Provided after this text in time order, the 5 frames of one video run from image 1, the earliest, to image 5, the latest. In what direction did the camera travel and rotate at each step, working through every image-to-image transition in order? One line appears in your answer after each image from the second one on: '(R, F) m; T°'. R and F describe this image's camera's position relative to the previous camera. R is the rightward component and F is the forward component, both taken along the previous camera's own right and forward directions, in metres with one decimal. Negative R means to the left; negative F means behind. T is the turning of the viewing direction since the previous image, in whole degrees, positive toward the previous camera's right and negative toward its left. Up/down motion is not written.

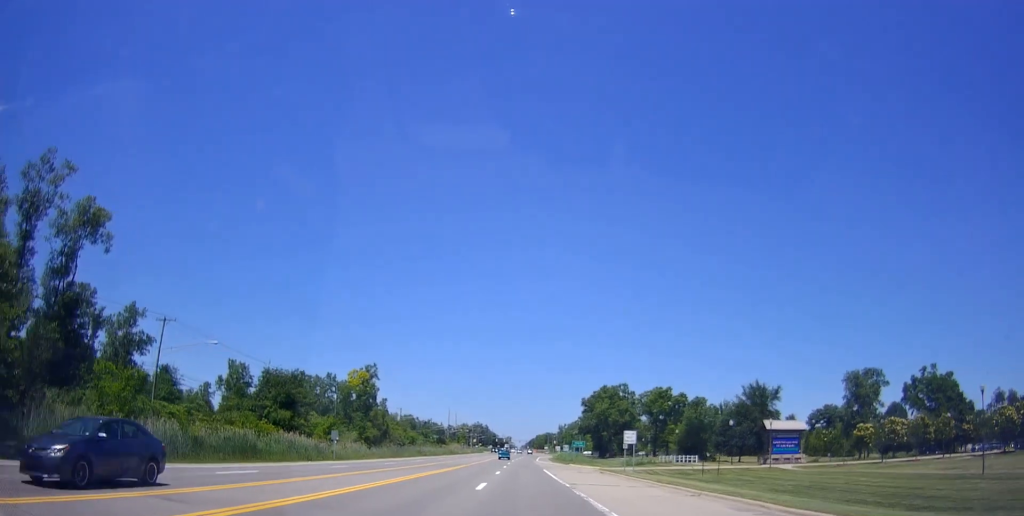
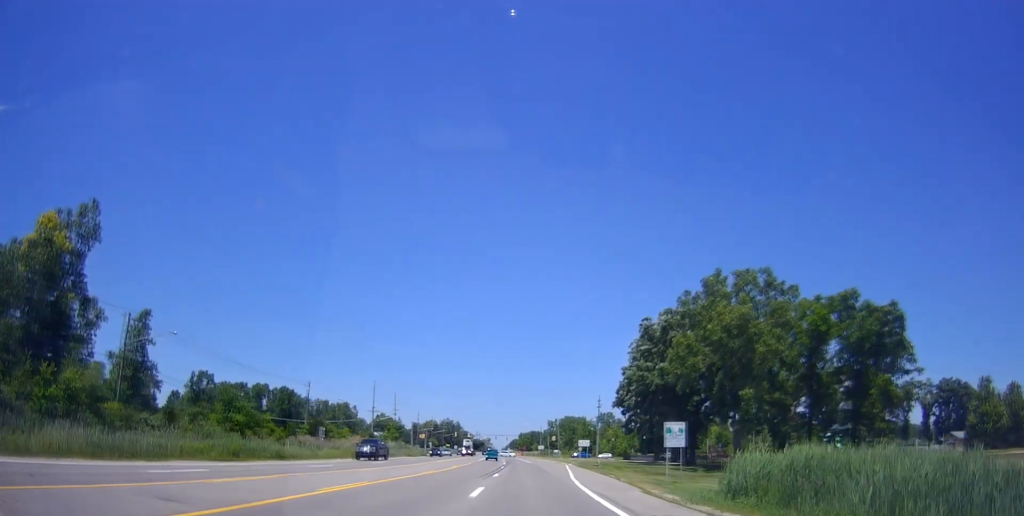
(+2.4, +109.9) m; +1°
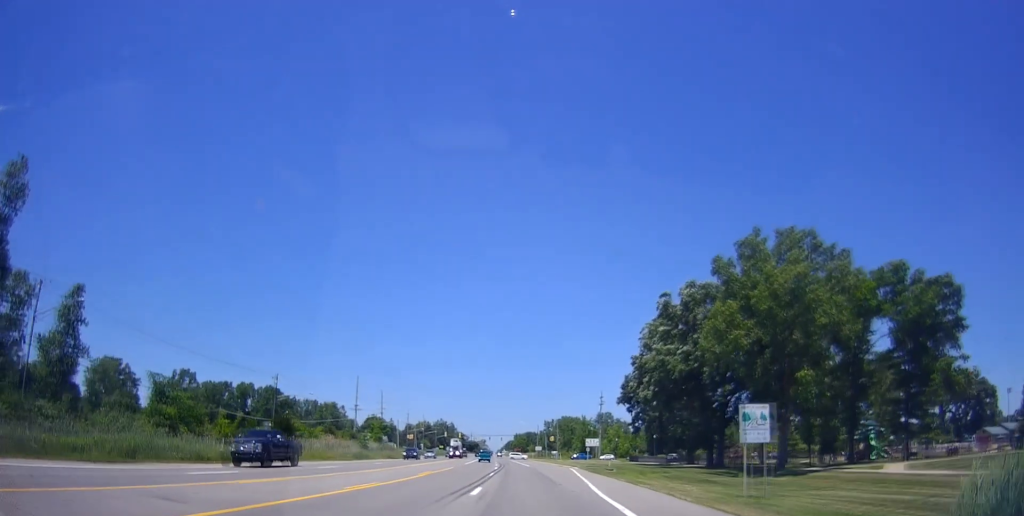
(0.0, +12.5) m; 0°
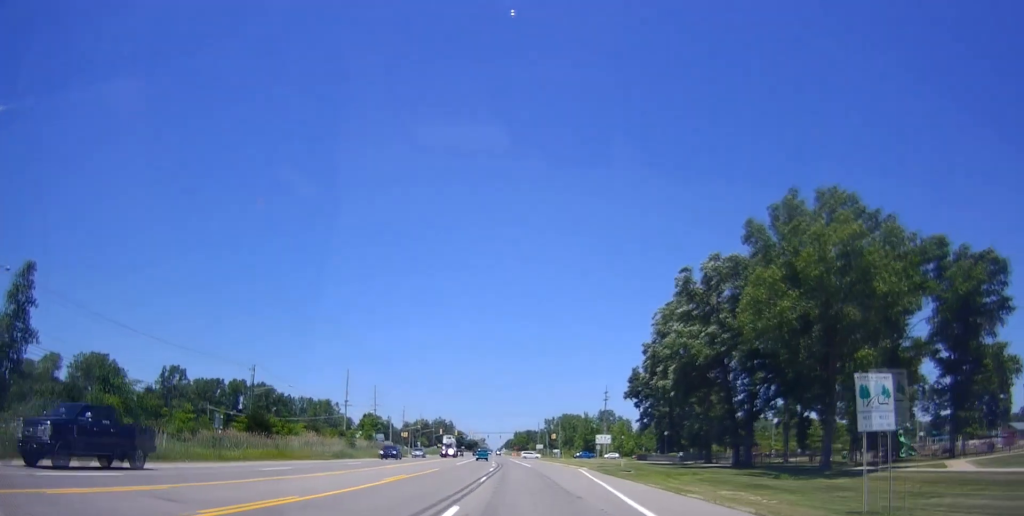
(0.0, +8.3) m; 0°
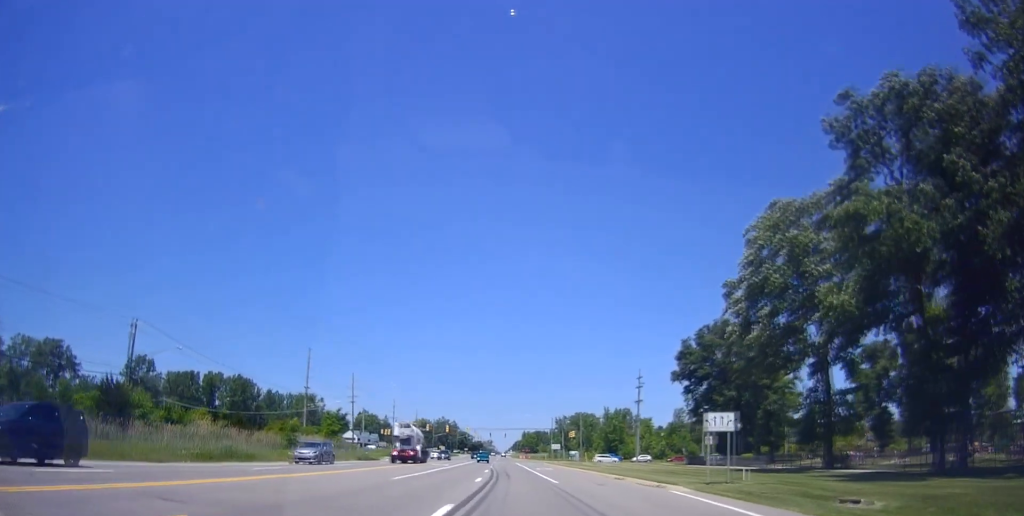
(+0.4, +30.7) m; +1°
